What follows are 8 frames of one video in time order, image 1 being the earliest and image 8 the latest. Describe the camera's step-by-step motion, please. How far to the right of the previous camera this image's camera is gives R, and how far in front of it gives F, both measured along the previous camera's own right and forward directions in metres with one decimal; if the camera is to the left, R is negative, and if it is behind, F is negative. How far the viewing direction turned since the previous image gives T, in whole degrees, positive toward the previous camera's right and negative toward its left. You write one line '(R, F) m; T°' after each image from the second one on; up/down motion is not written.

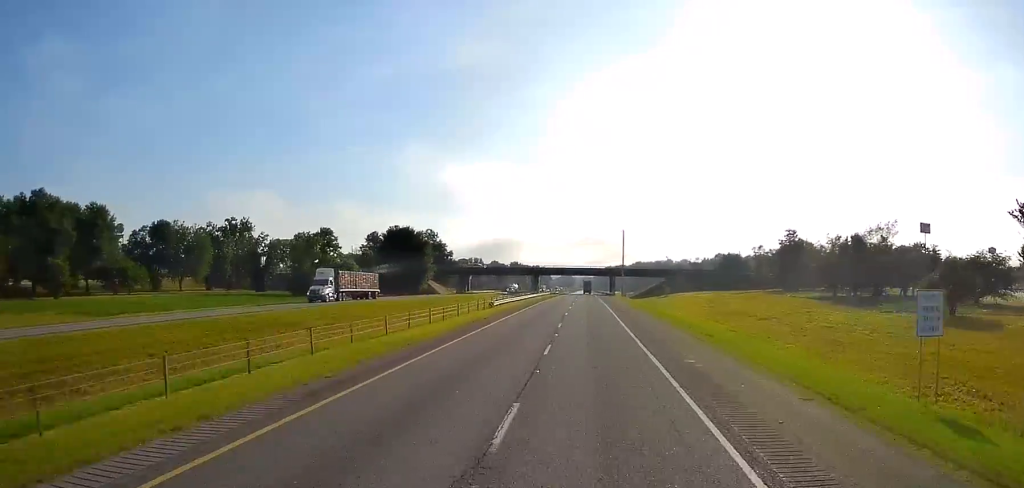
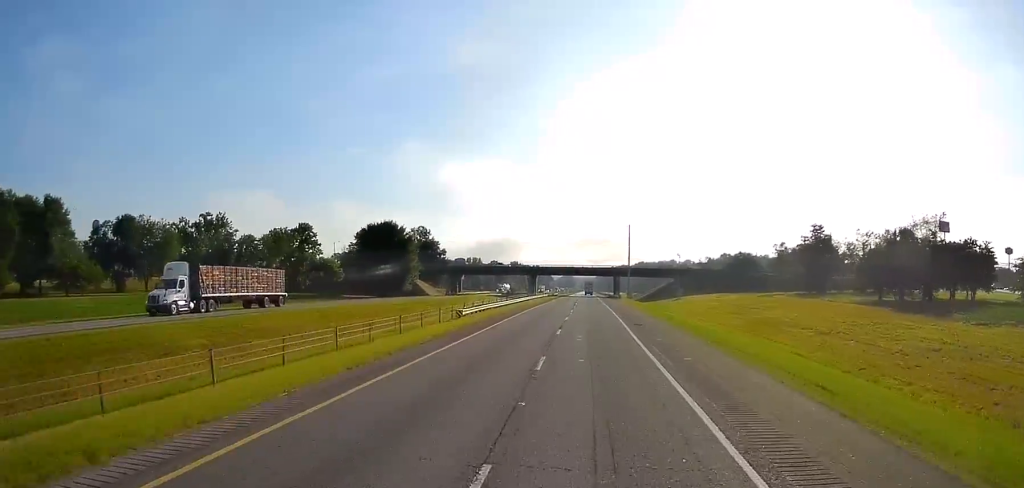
(0.0, +16.1) m; 0°
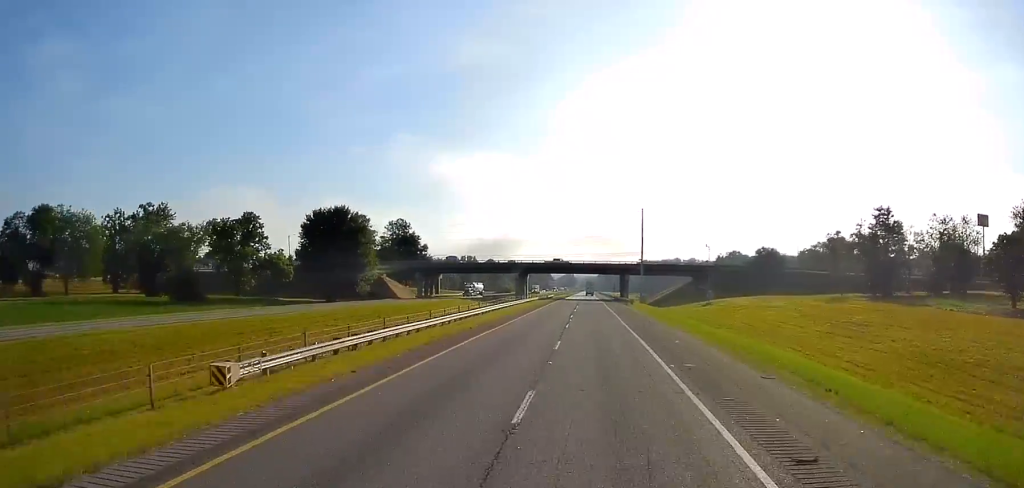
(-0.1, +30.3) m; -1°
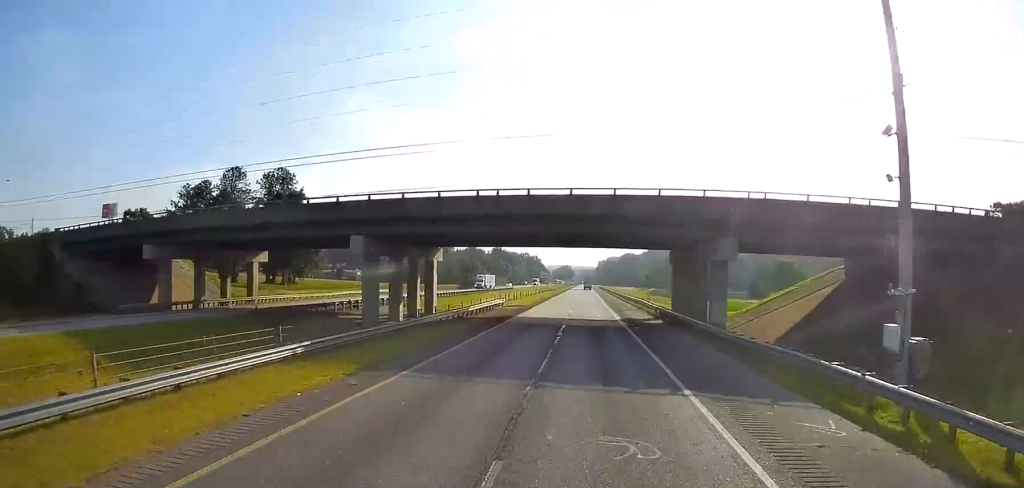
(+1.0, +92.5) m; +1°
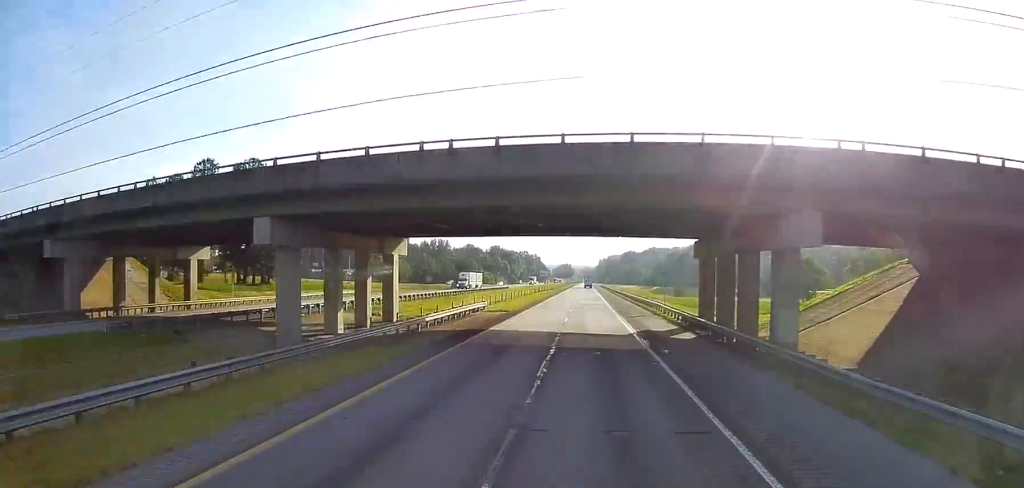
(-0.1, +13.1) m; 0°
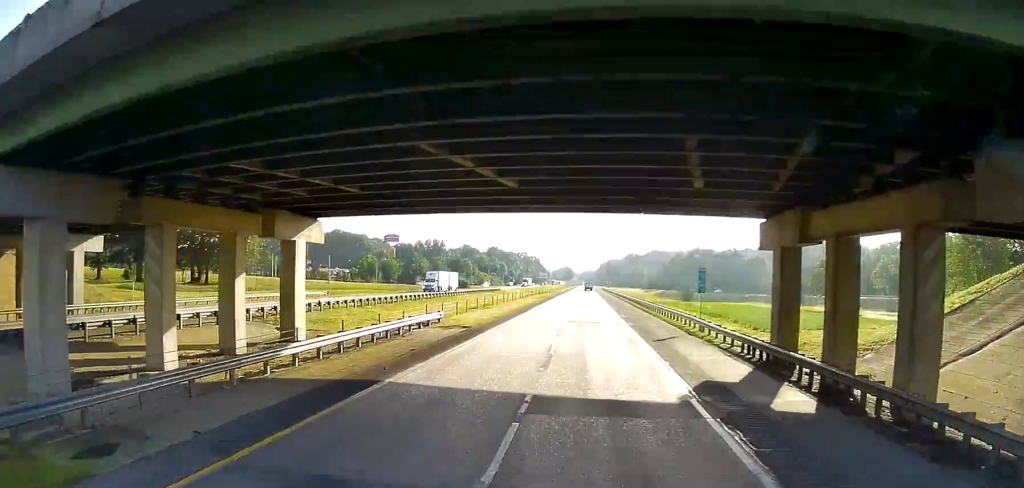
(0.0, +17.1) m; 0°
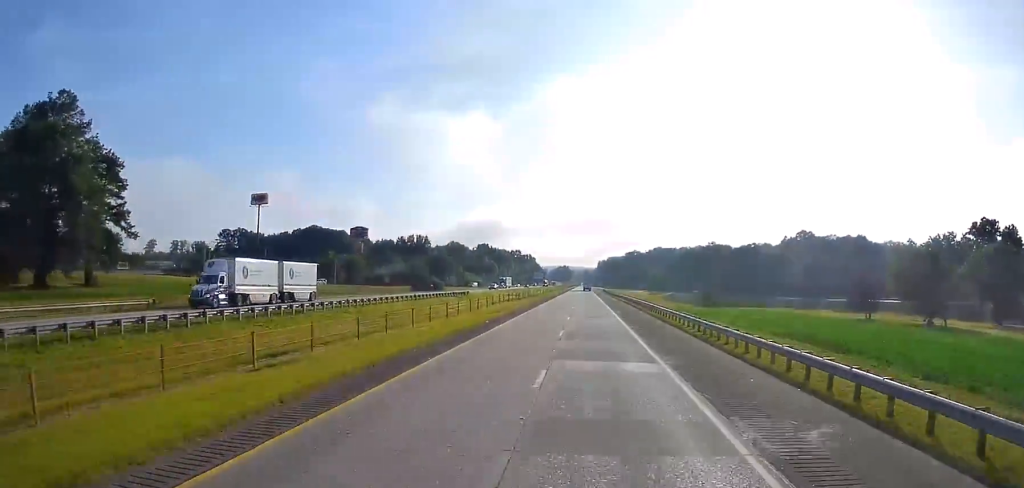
(-0.2, +39.5) m; 0°
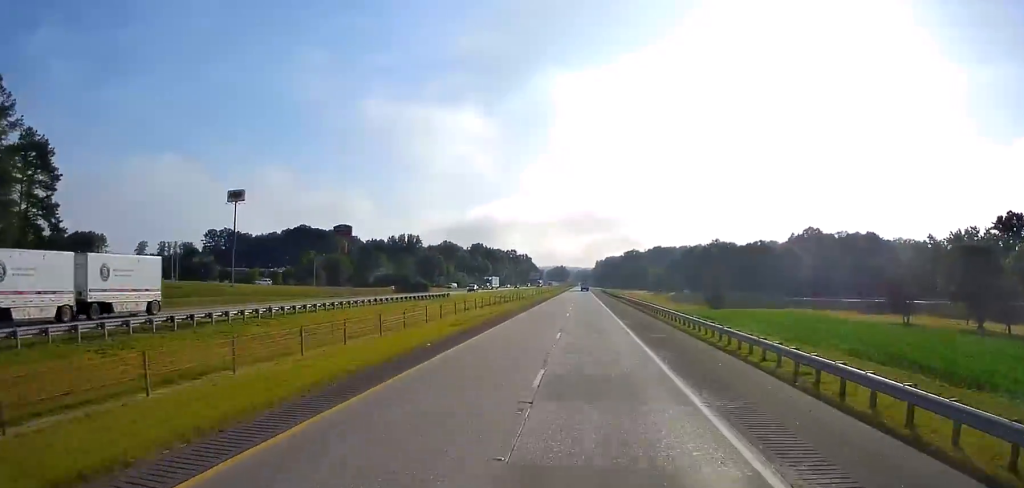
(-0.1, +14.4) m; 0°
